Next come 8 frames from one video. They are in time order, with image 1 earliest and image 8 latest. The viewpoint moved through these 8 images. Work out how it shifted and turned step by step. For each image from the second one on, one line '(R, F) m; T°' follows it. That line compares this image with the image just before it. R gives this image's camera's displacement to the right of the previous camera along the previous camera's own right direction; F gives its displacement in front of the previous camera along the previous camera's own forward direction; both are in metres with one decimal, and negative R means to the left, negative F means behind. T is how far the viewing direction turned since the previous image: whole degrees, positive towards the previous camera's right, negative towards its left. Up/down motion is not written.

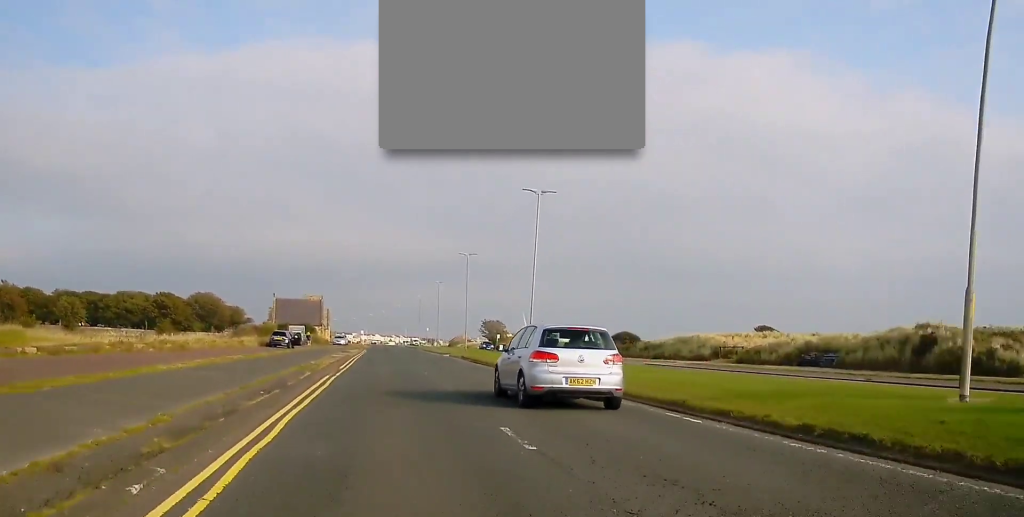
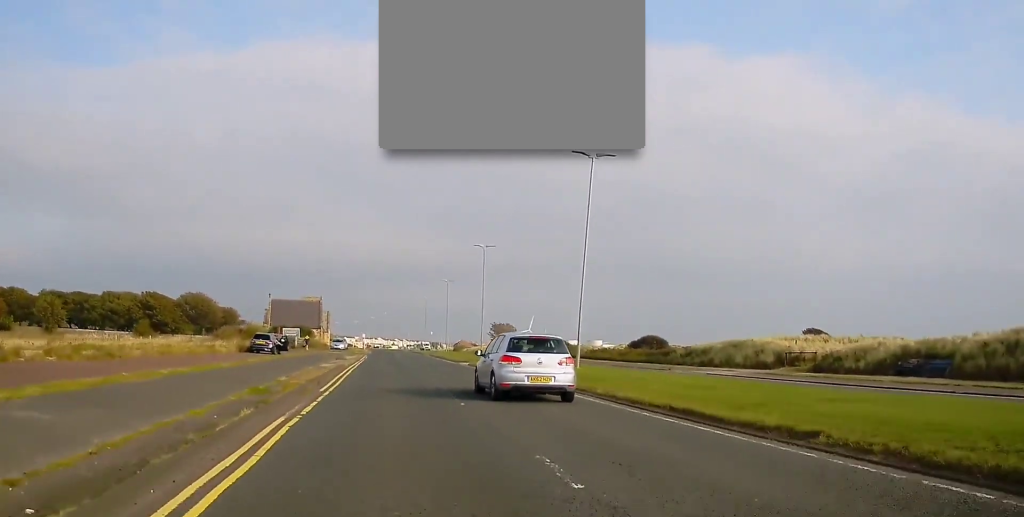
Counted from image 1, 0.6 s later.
(+0.1, +10.9) m; 0°
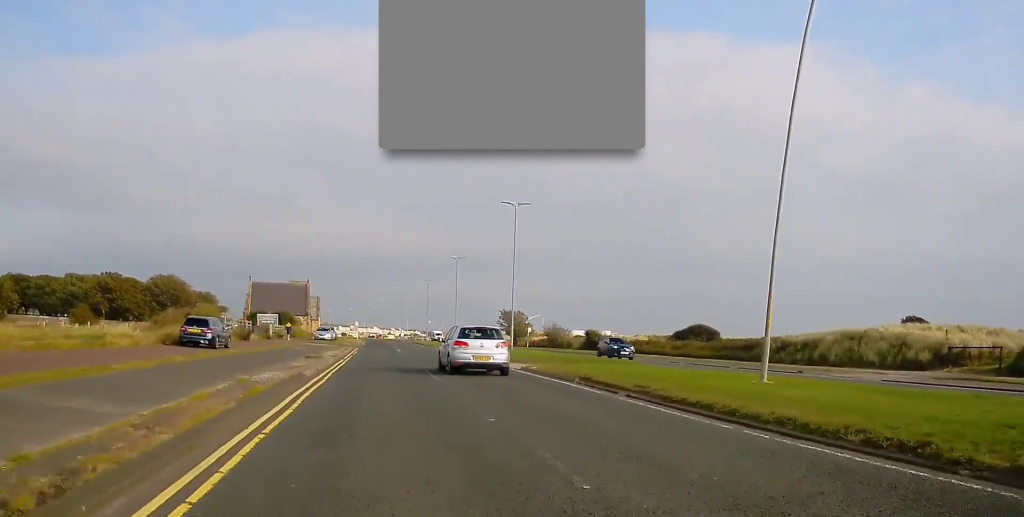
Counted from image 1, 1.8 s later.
(-0.1, +18.6) m; 0°
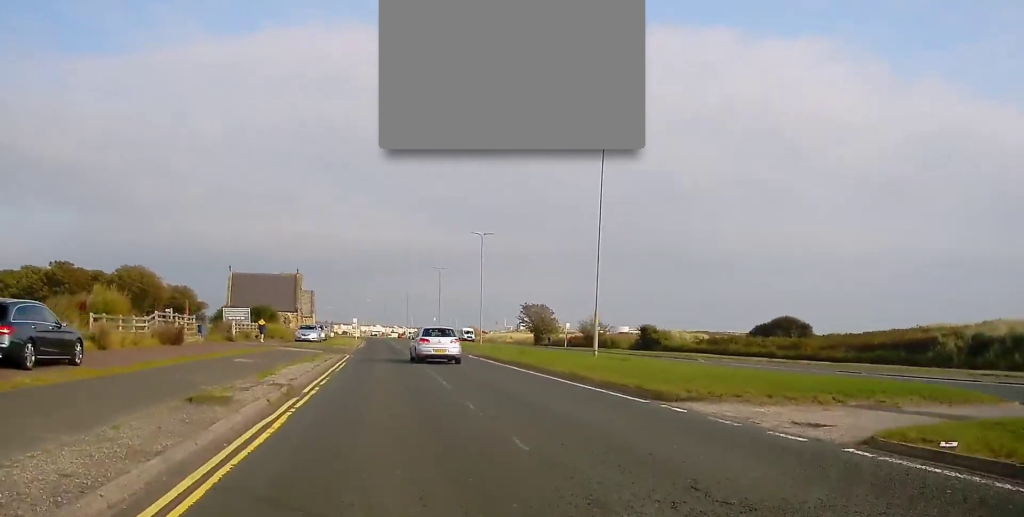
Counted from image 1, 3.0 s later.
(+0.2, +20.7) m; +1°
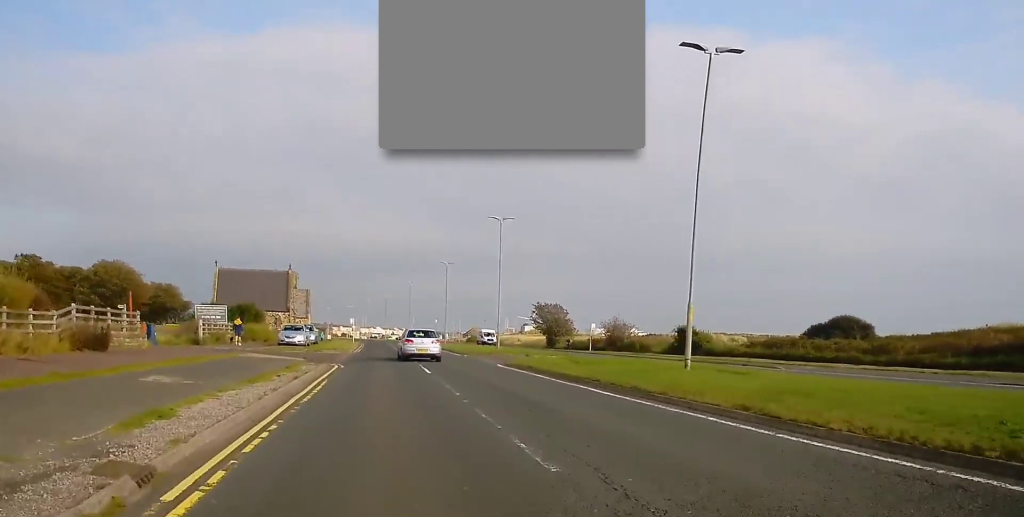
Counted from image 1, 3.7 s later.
(+0.2, +10.7) m; 0°
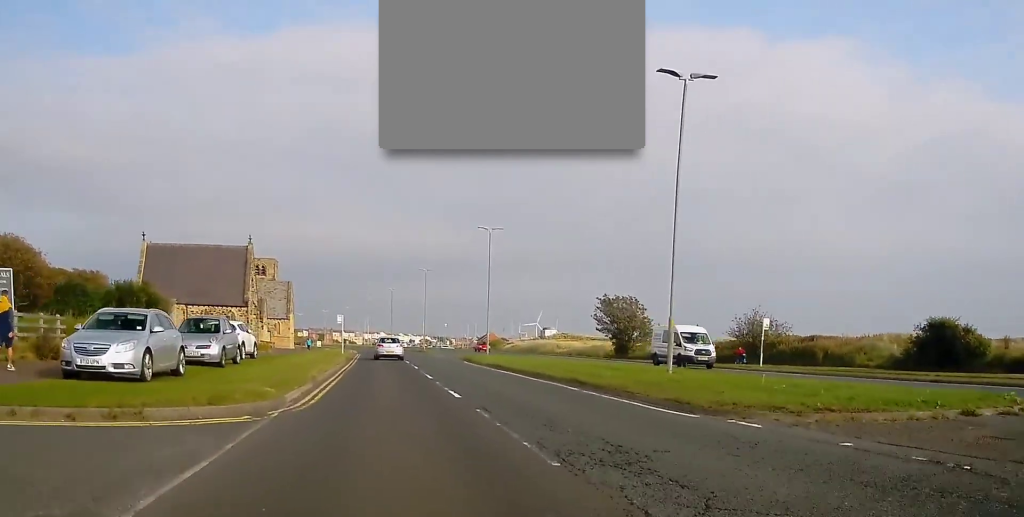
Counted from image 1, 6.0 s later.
(-0.6, +35.4) m; 0°
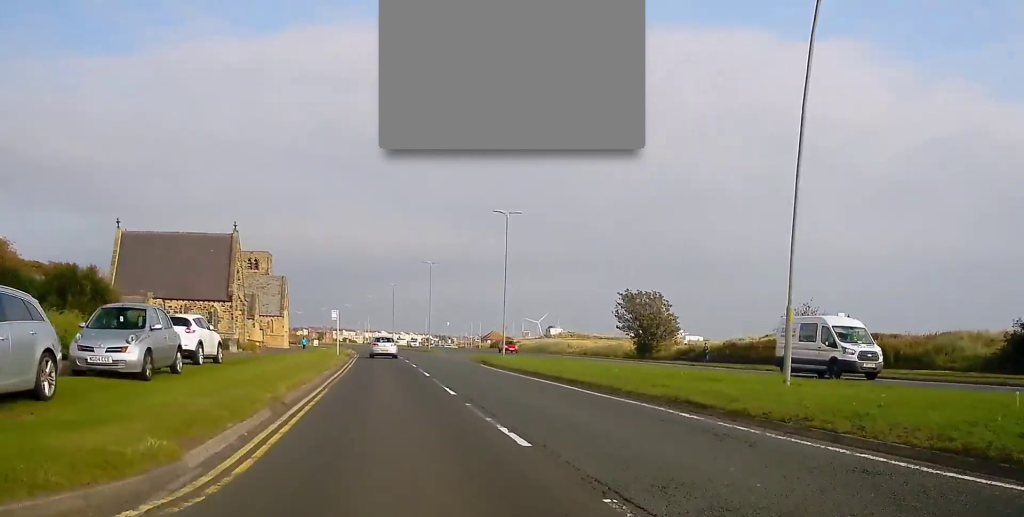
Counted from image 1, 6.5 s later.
(+0.2, +7.6) m; 0°
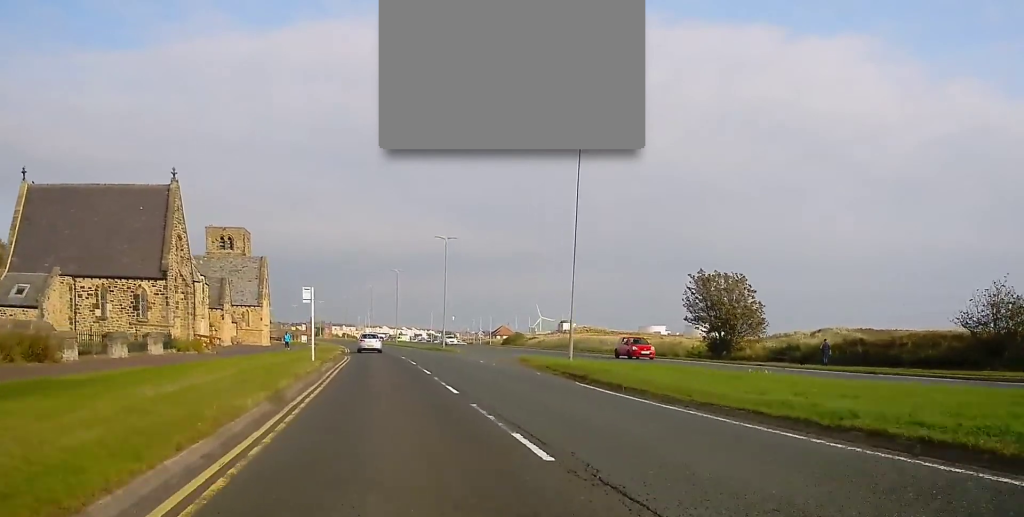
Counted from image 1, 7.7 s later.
(-0.3, +19.1) m; -1°
